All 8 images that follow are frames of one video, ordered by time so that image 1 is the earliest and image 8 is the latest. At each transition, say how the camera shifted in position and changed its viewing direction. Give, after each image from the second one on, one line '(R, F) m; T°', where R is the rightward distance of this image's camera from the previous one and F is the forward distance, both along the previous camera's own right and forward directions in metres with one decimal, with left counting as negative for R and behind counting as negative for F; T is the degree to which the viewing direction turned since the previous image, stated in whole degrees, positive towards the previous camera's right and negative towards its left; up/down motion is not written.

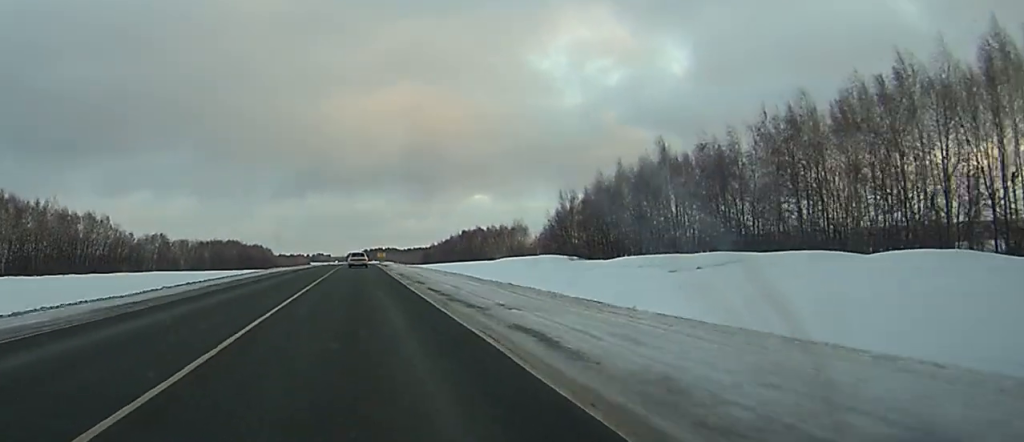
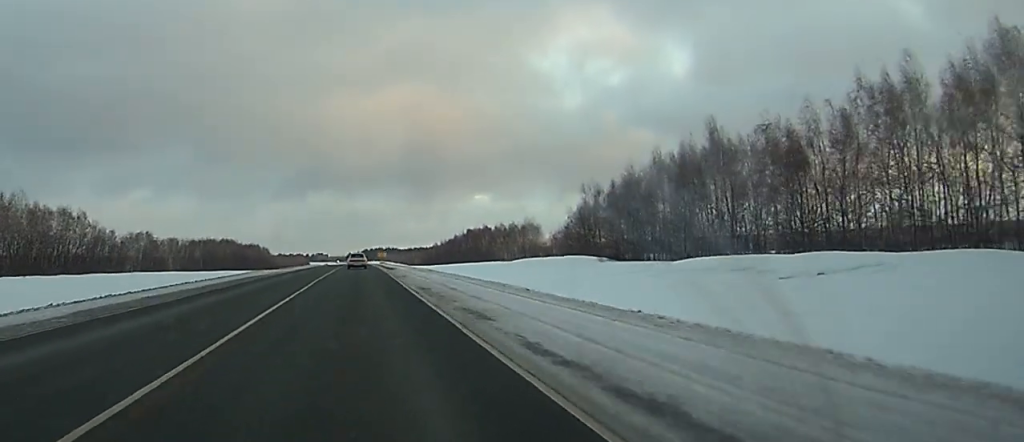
(0.0, +18.1) m; 0°
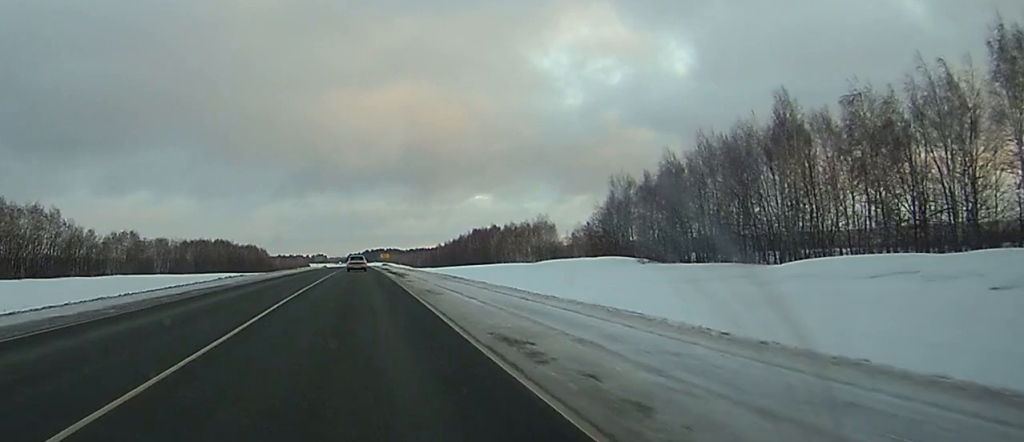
(0.0, +18.1) m; 0°
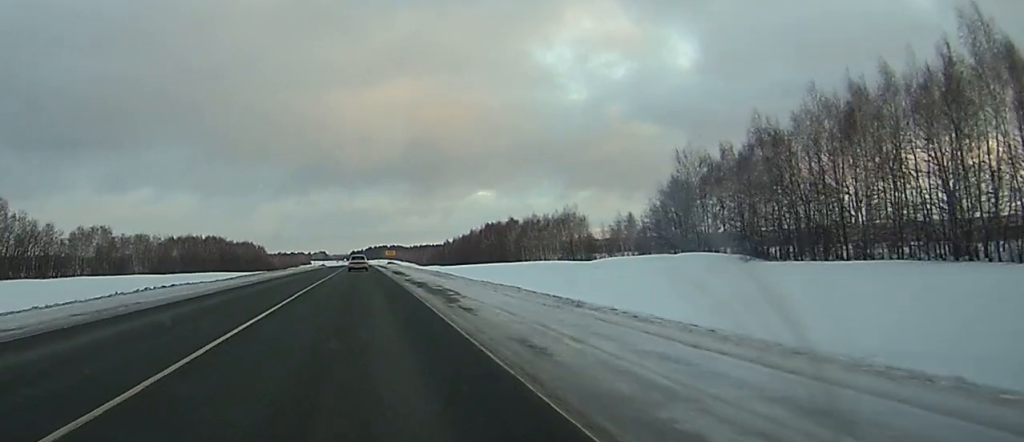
(0.0, +29.1) m; 0°
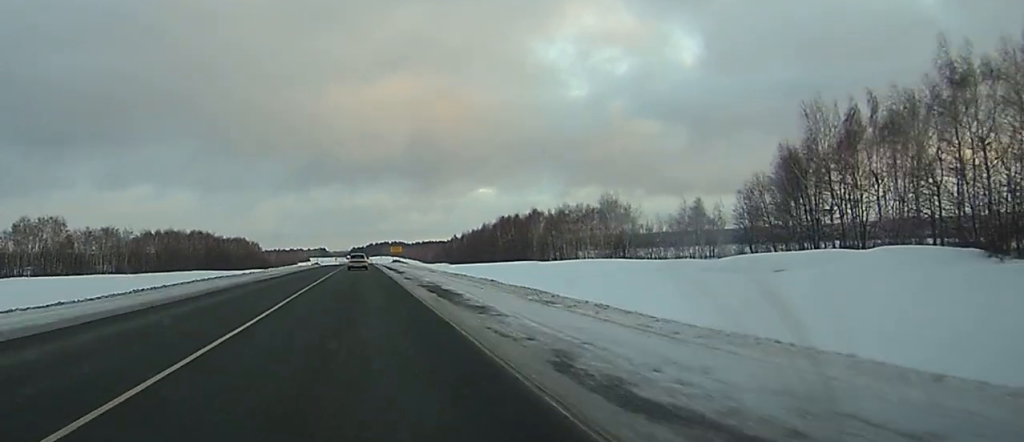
(-0.1, +34.2) m; 0°
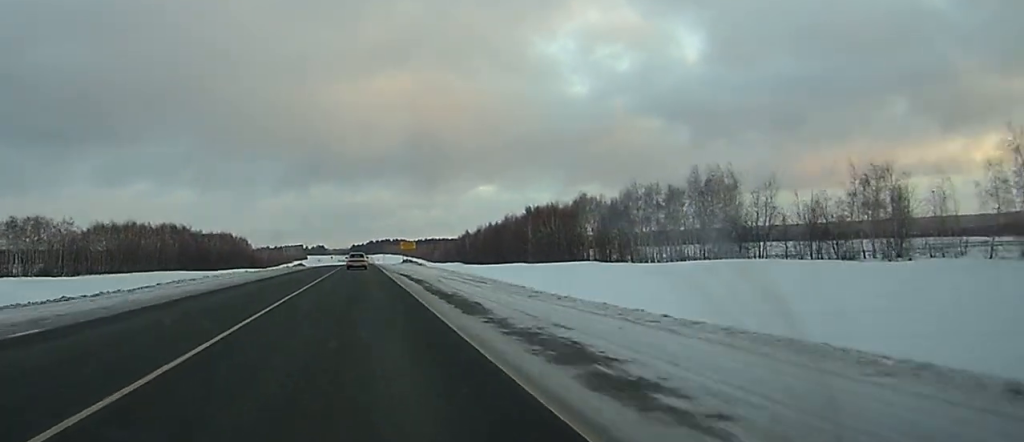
(0.0, +49.3) m; 0°
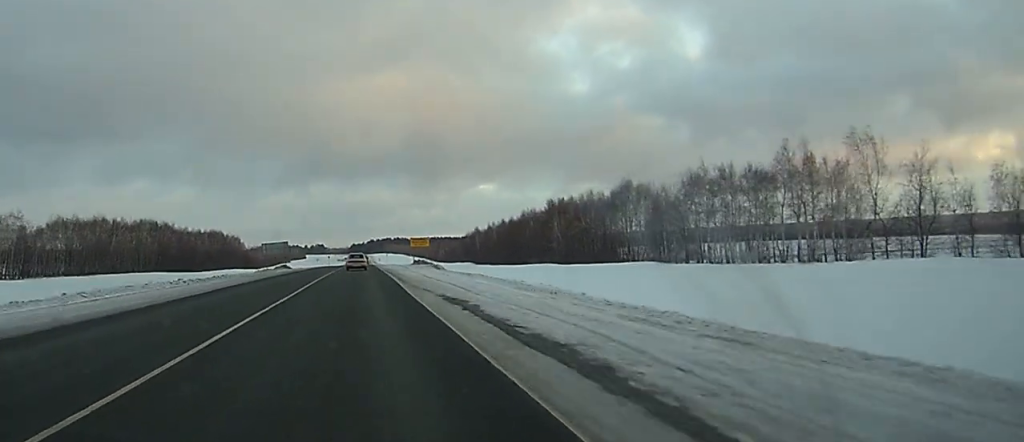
(-0.1, +29.3) m; 0°
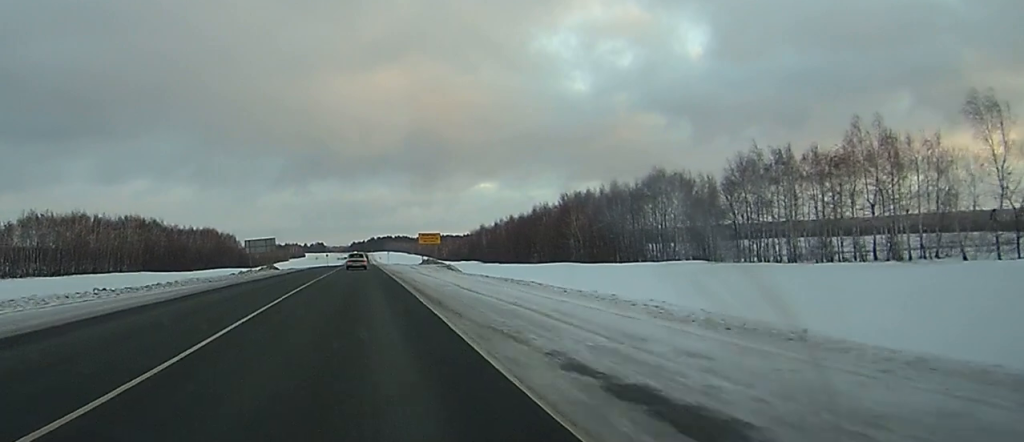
(0.0, +16.2) m; 0°
